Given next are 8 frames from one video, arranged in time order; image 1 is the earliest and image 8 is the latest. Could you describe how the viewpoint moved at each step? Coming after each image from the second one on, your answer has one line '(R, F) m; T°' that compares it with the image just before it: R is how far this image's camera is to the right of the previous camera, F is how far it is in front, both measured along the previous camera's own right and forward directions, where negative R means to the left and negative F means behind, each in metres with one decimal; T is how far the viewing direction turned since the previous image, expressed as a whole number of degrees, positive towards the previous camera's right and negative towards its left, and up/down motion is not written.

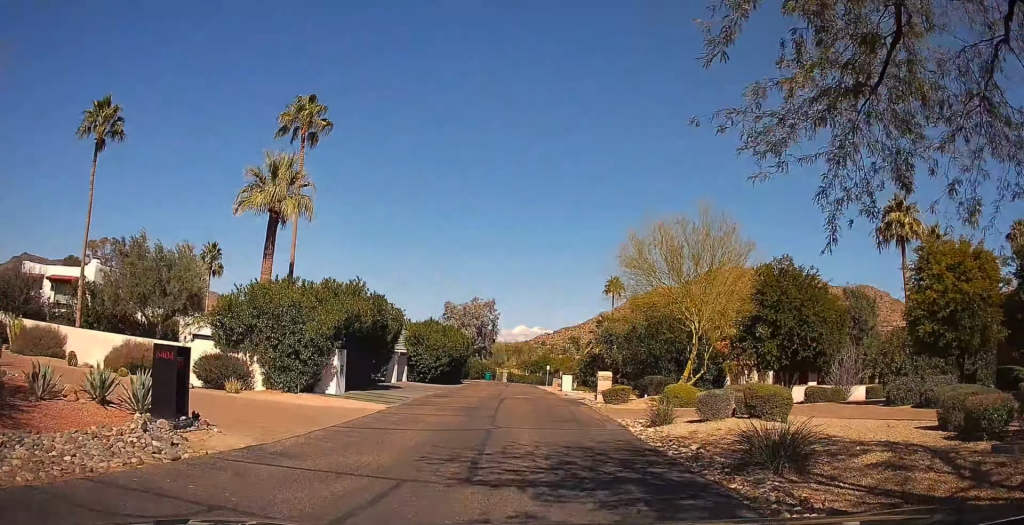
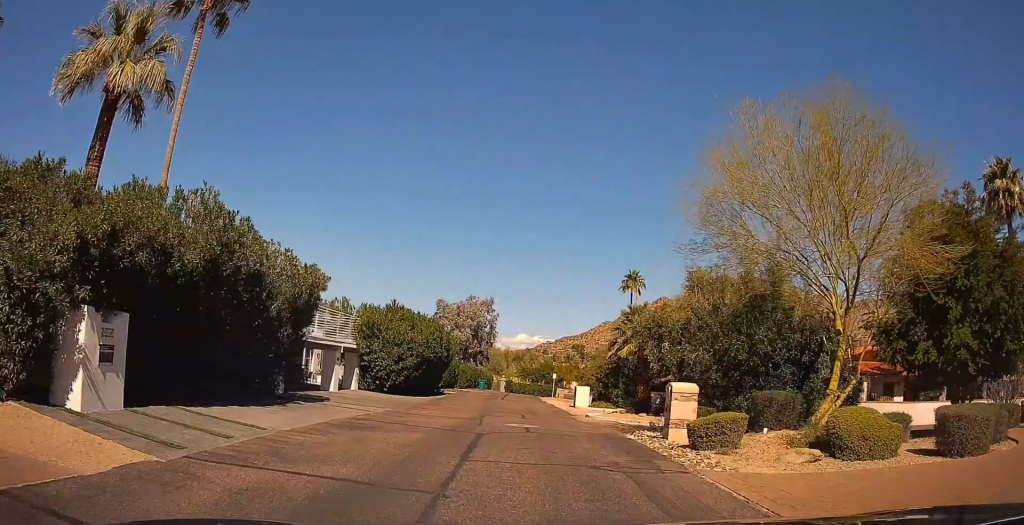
(-0.1, +12.7) m; 0°
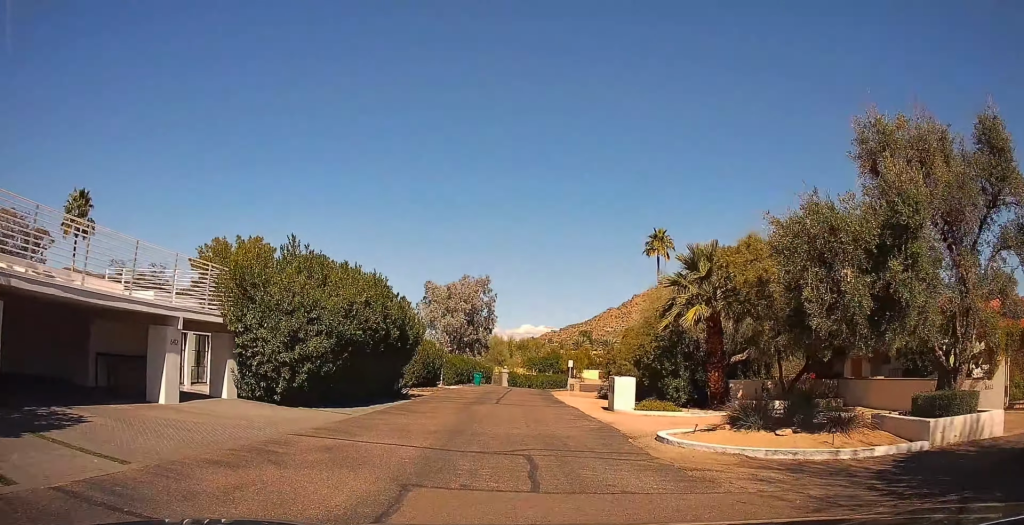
(+0.8, +14.2) m; +3°
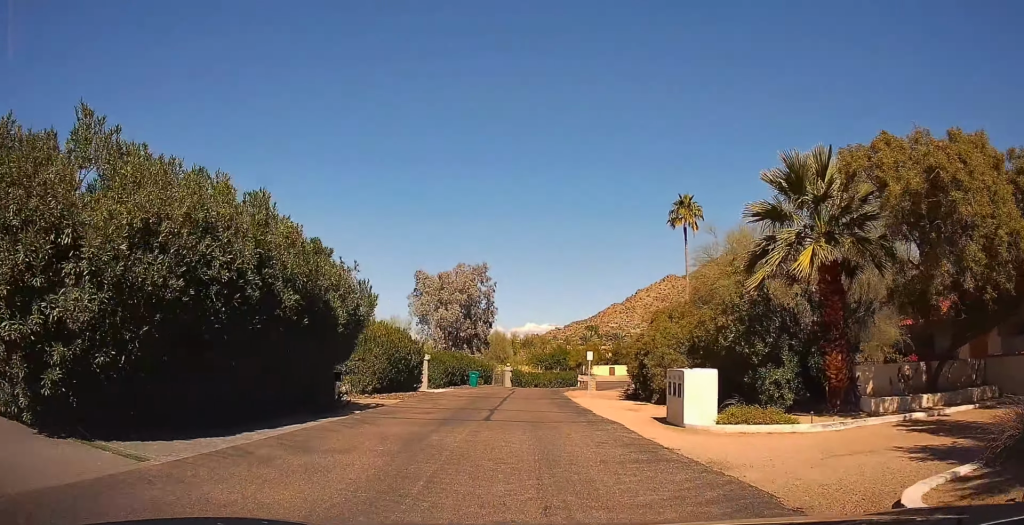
(0.0, +9.4) m; 0°
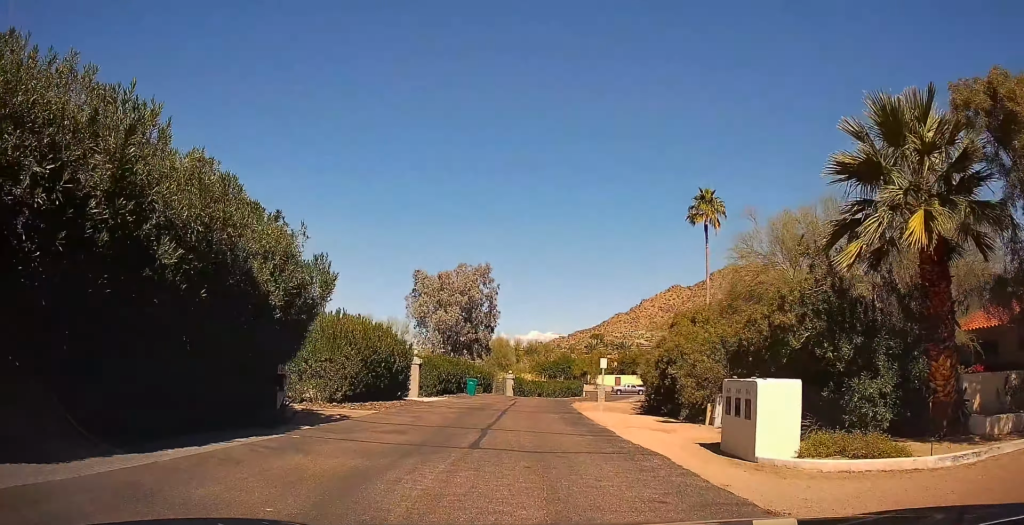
(0.0, +4.2) m; 0°
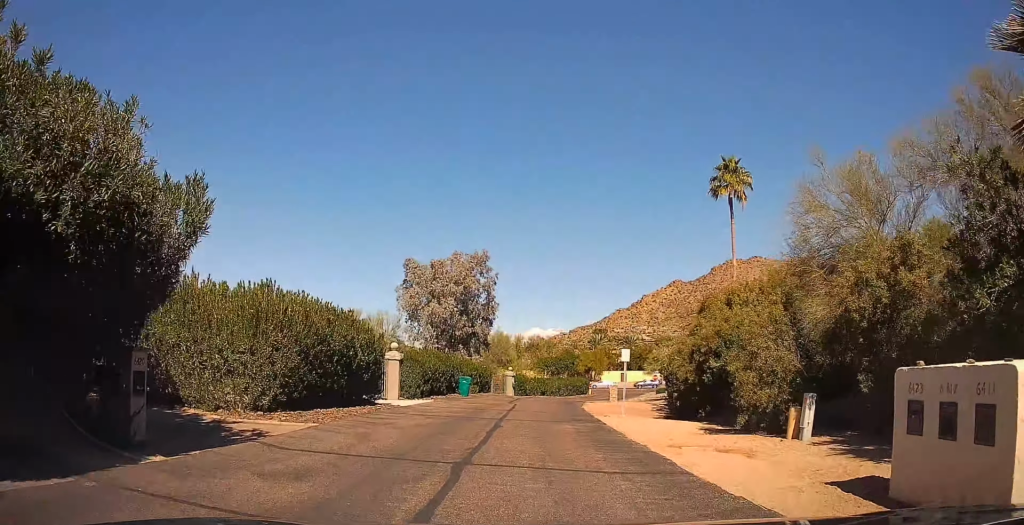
(0.0, +5.6) m; 0°
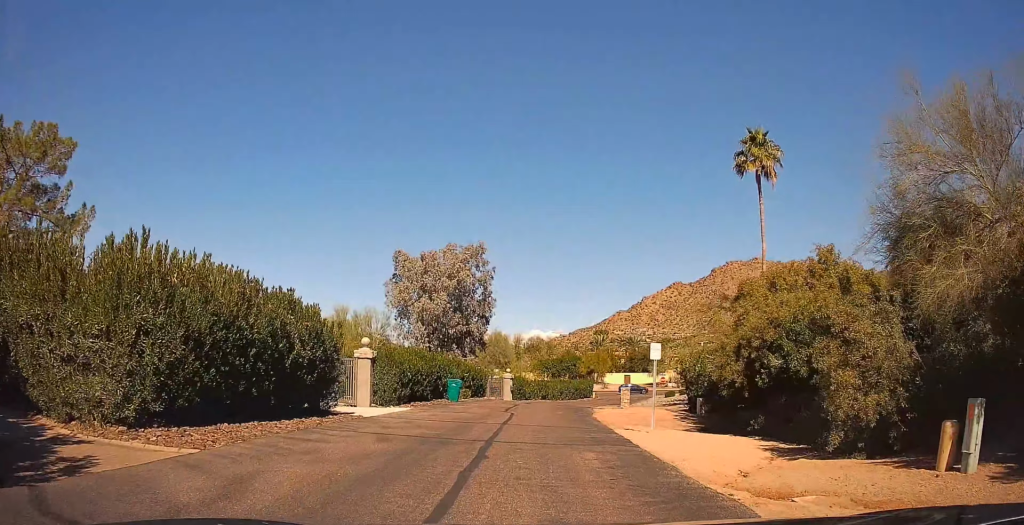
(0.0, +5.2) m; 0°
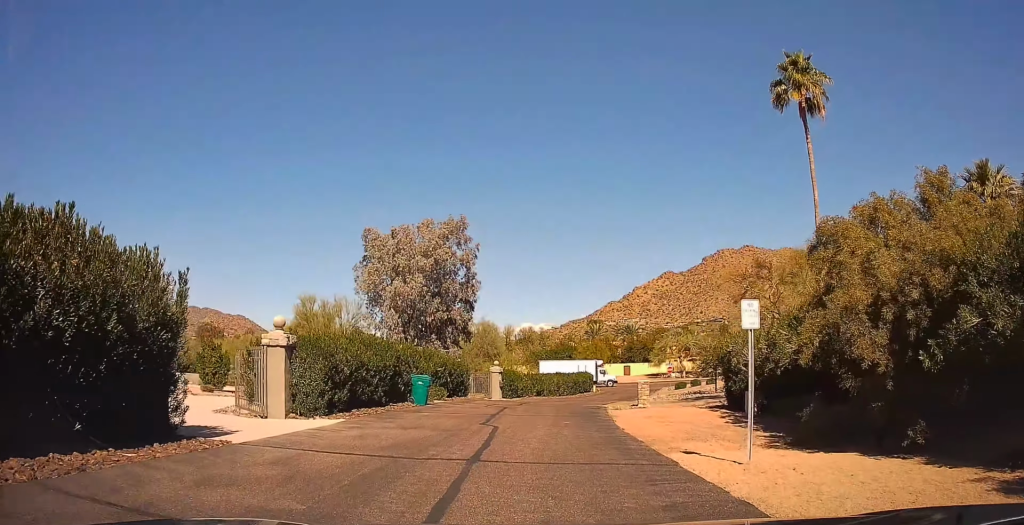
(0.0, +8.0) m; 0°
